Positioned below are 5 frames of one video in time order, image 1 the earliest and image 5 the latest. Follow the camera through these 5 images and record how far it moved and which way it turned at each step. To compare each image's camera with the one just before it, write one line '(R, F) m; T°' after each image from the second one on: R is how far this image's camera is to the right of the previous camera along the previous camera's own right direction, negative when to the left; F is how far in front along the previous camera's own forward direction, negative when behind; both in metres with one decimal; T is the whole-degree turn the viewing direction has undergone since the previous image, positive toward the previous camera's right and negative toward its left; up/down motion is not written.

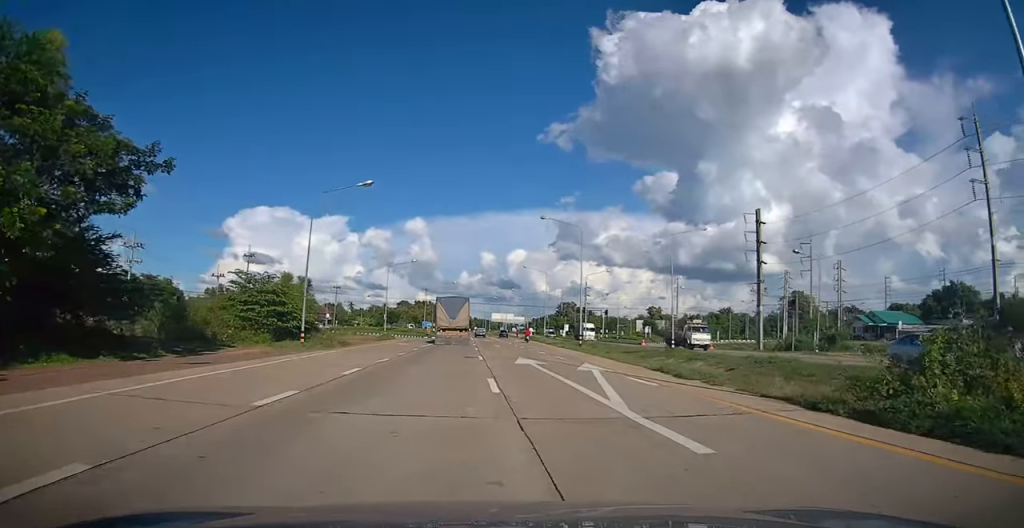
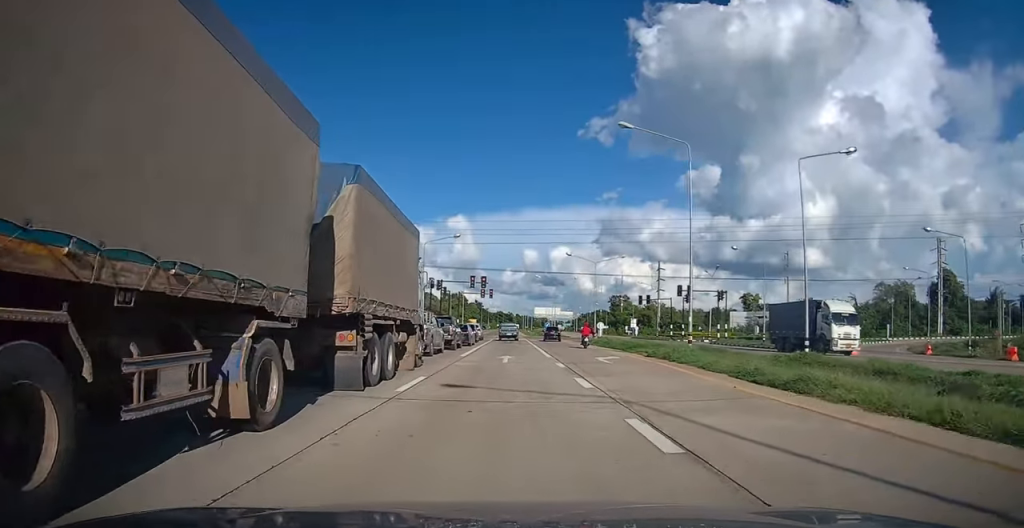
(+1.4, +49.7) m; -3°
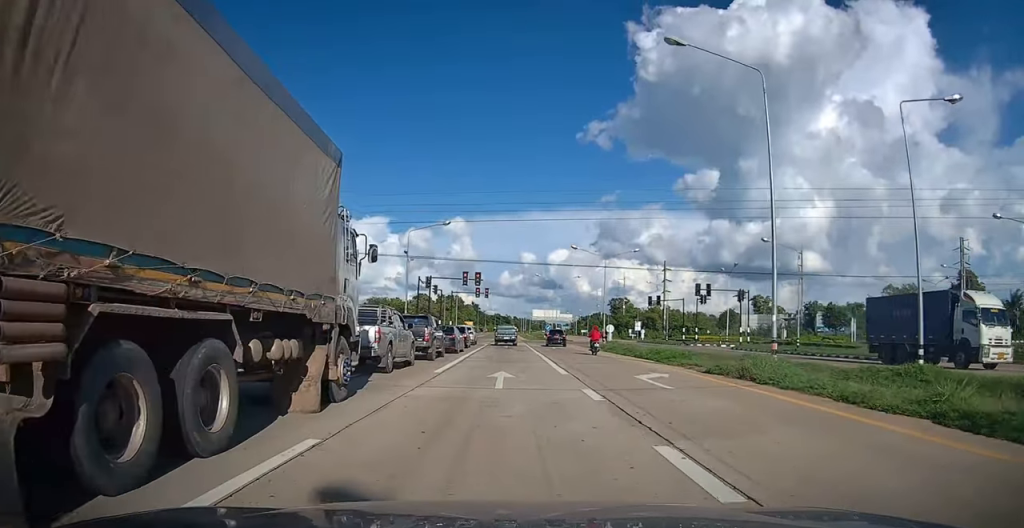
(-0.3, +7.8) m; -2°
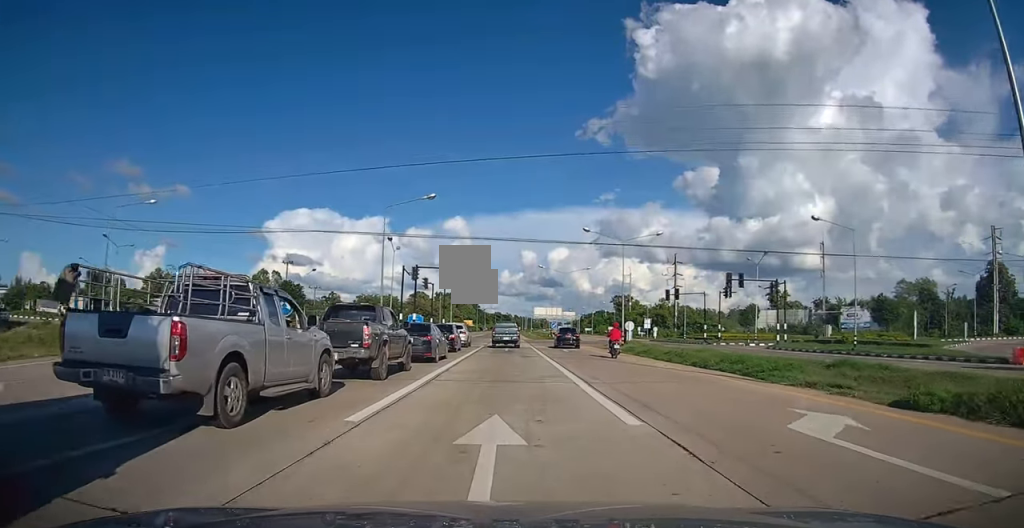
(+0.1, +9.2) m; +2°
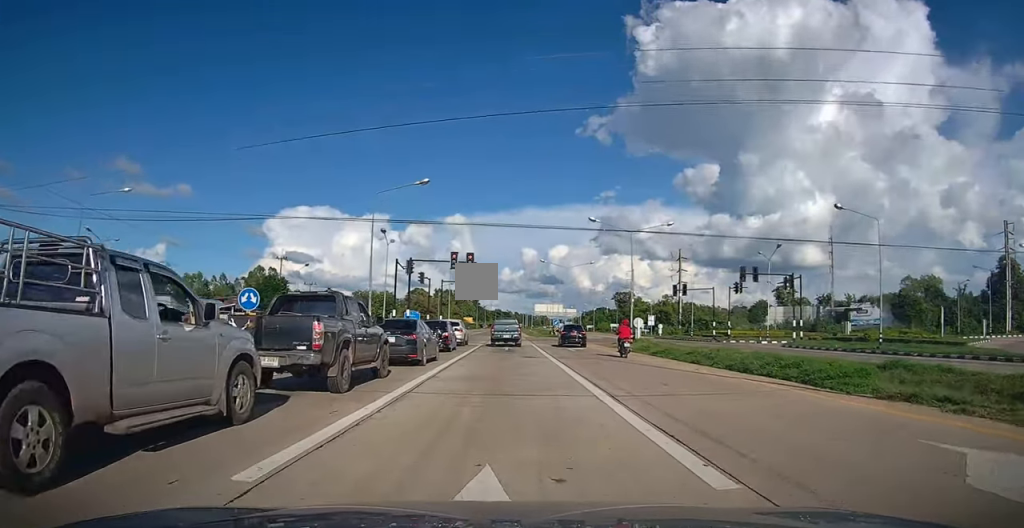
(+0.1, +3.4) m; 0°
